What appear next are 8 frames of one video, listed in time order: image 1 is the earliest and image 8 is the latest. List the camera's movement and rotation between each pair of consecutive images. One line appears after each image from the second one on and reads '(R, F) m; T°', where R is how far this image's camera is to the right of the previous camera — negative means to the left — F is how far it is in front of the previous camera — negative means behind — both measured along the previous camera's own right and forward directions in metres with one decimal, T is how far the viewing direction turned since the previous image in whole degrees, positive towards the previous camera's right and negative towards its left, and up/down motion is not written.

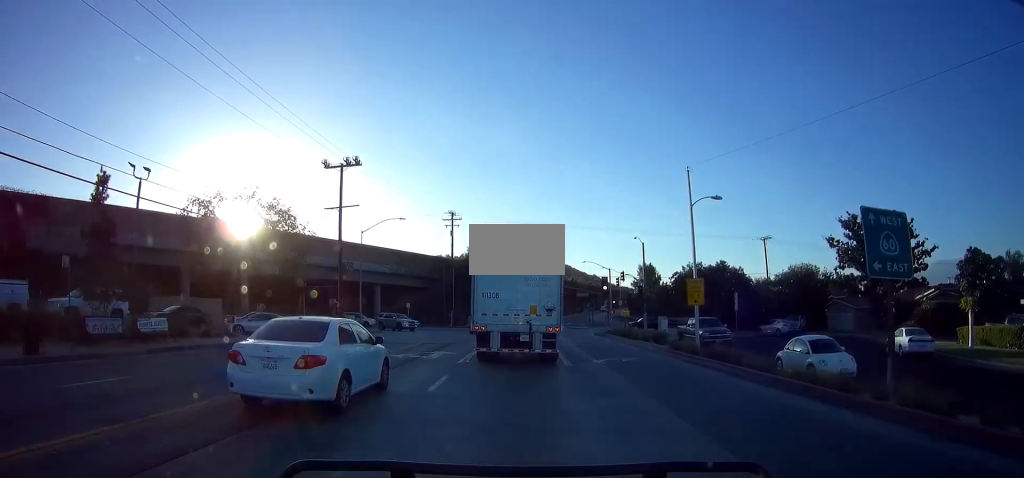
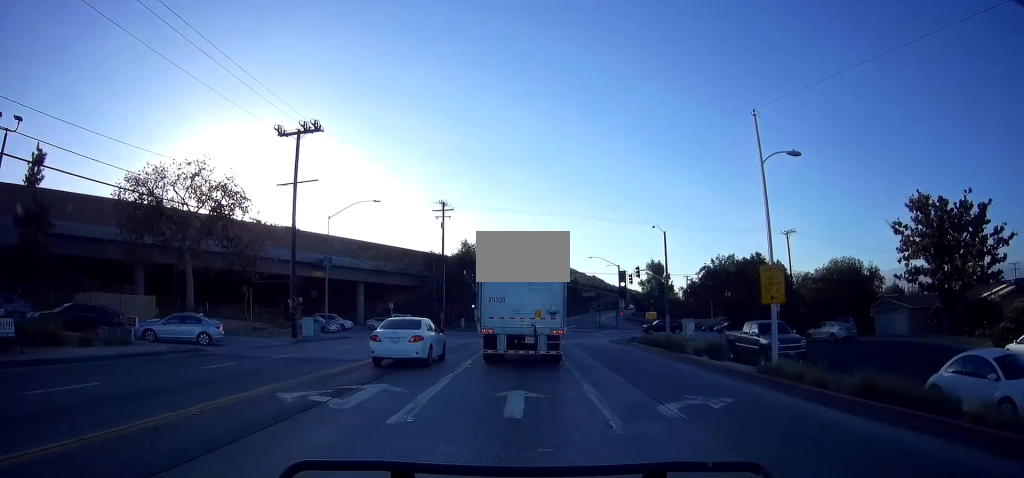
(-0.1, +8.9) m; -1°
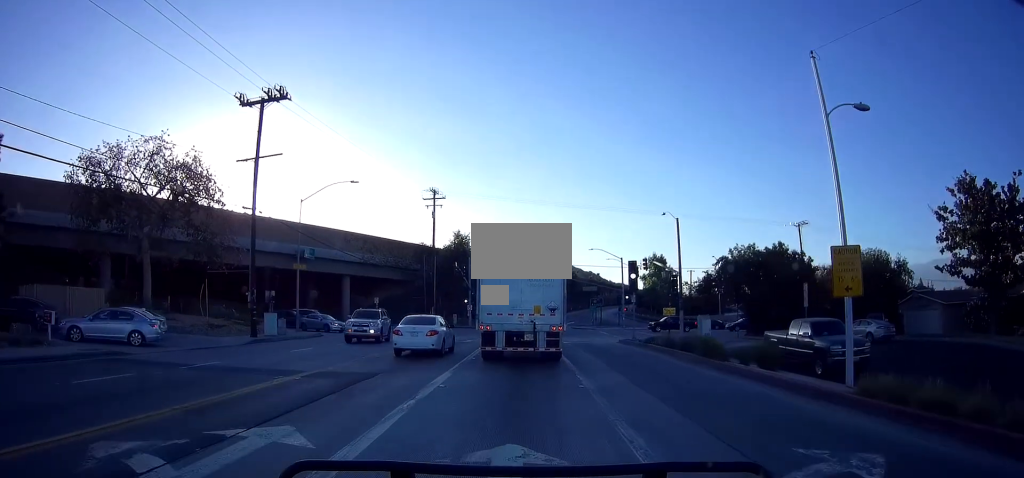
(0.0, +4.7) m; 0°
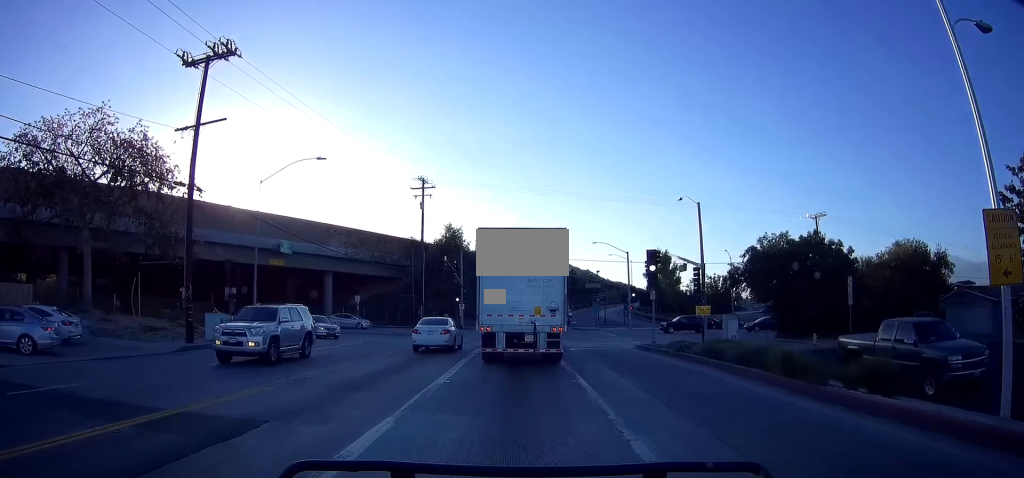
(+0.2, +5.8) m; -2°
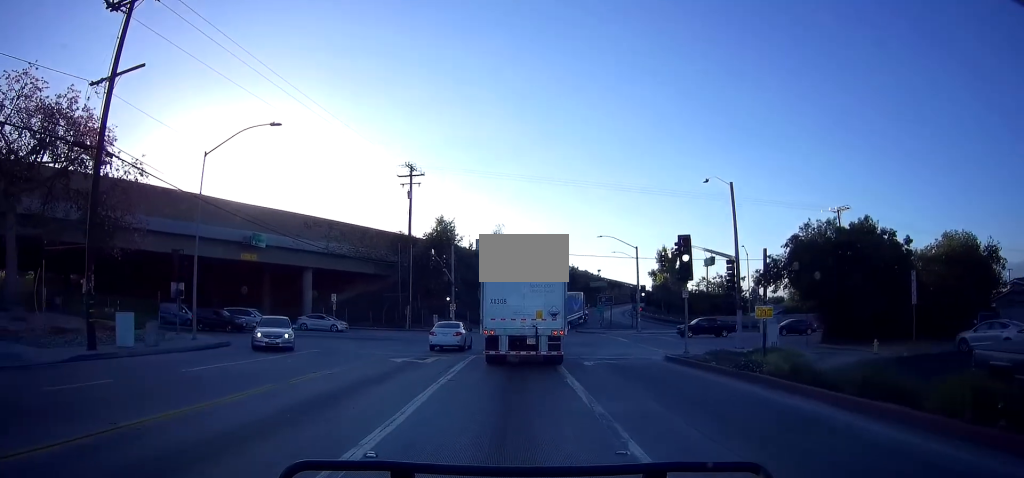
(-0.4, +6.2) m; -2°
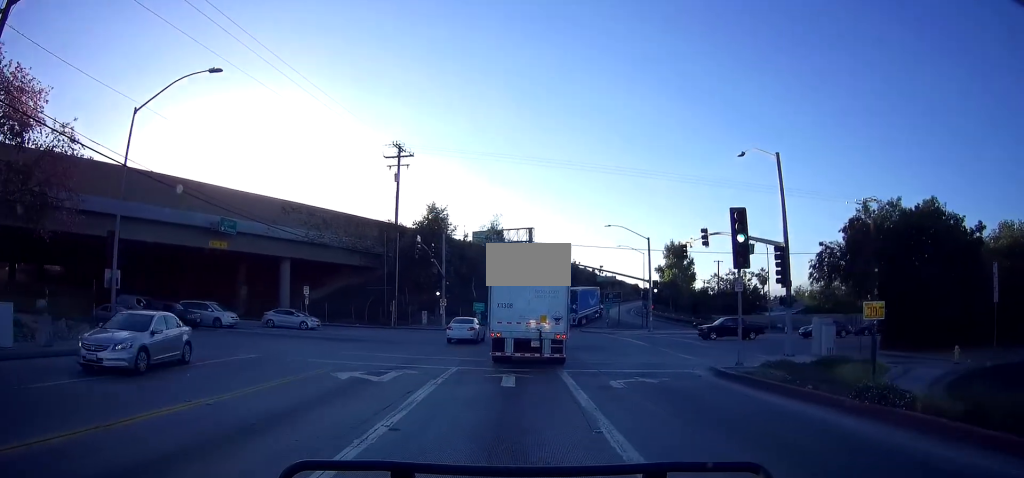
(+0.2, +5.9) m; +2°
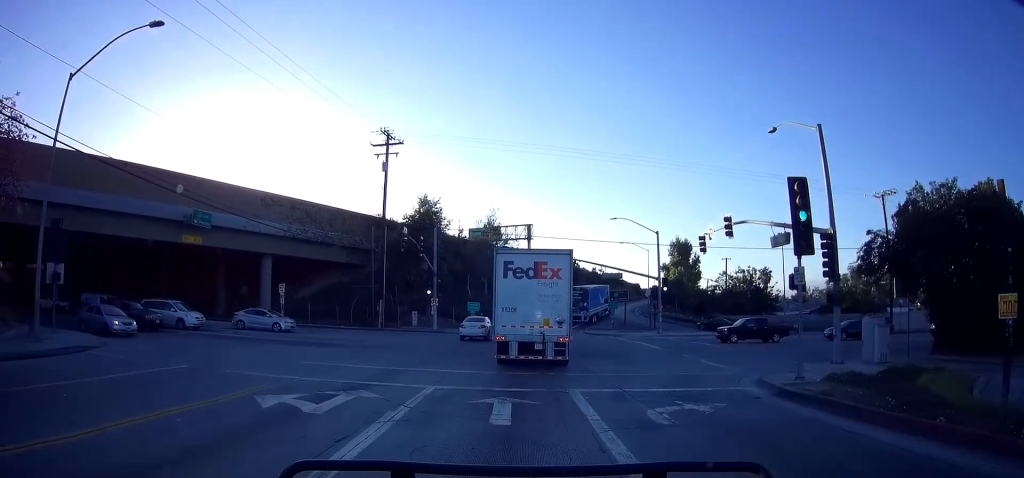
(+0.1, +4.2) m; +2°
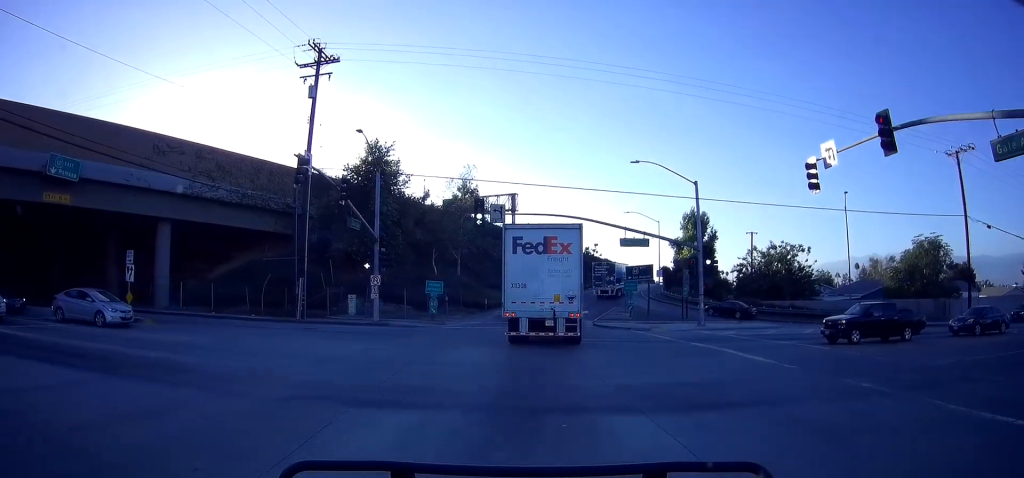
(+0.5, +14.5) m; +2°
